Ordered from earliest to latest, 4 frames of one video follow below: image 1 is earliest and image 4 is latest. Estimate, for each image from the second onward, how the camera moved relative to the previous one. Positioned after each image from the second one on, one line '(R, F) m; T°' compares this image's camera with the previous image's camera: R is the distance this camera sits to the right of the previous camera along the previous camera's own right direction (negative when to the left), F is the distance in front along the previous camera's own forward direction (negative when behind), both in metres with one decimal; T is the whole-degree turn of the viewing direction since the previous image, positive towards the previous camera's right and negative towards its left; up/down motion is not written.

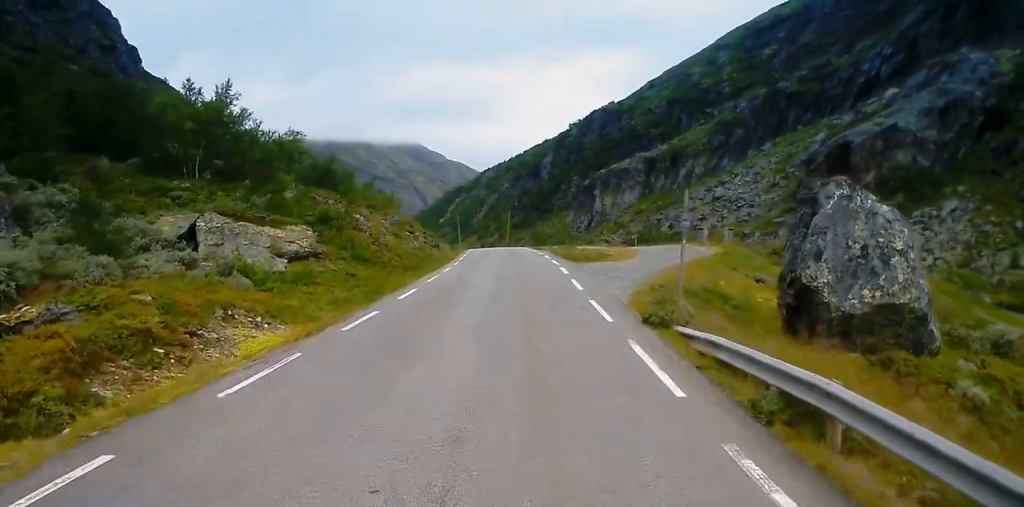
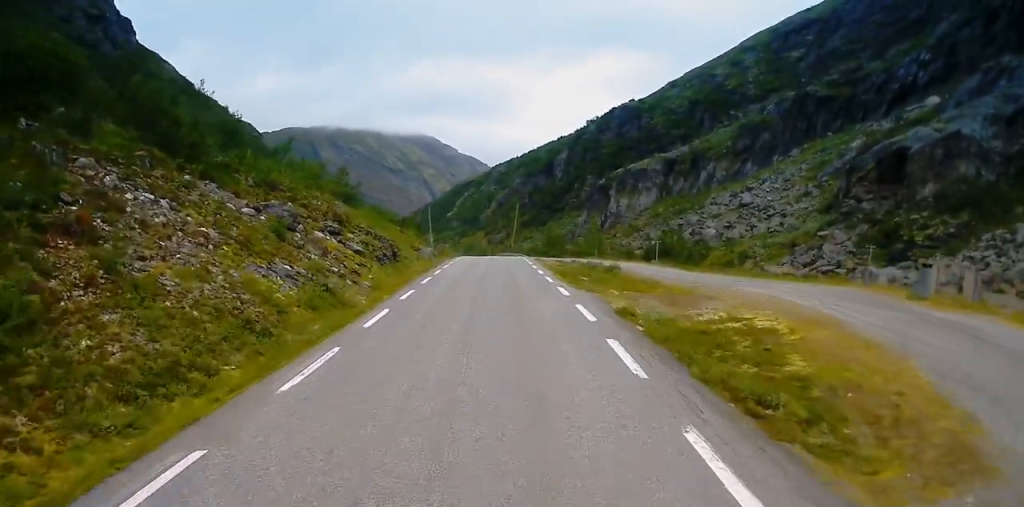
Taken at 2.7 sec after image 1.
(+0.1, +30.0) m; -2°
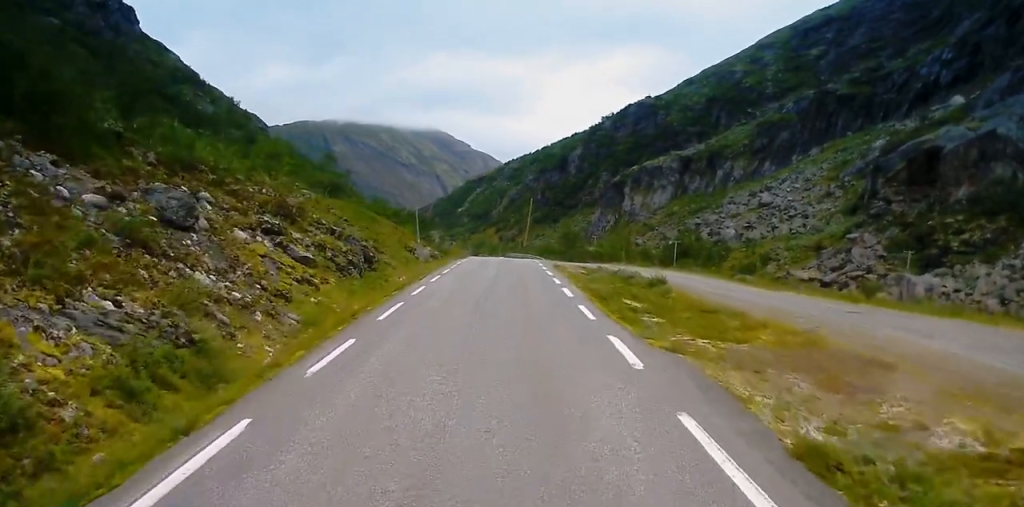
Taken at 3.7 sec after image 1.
(-0.2, +11.7) m; 0°
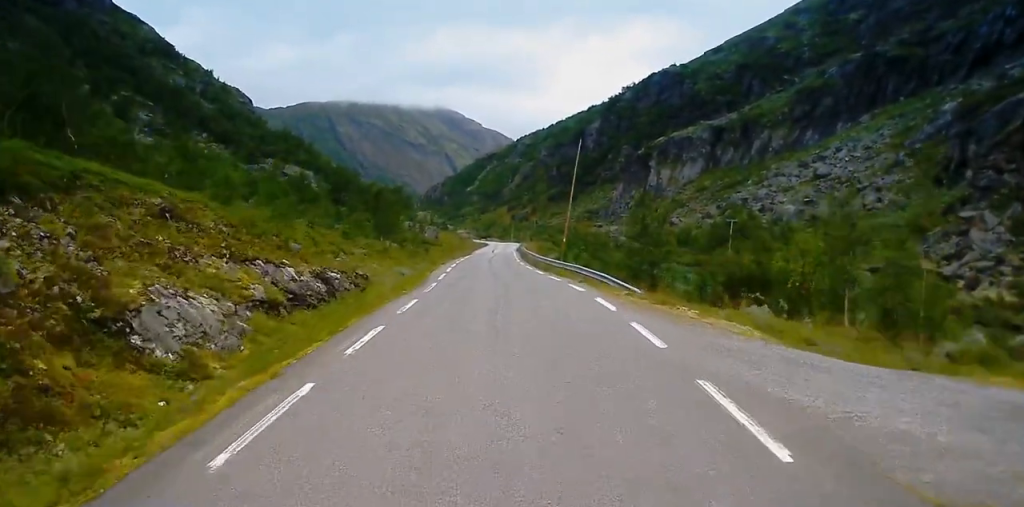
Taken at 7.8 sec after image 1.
(+0.5, +46.8) m; +1°
